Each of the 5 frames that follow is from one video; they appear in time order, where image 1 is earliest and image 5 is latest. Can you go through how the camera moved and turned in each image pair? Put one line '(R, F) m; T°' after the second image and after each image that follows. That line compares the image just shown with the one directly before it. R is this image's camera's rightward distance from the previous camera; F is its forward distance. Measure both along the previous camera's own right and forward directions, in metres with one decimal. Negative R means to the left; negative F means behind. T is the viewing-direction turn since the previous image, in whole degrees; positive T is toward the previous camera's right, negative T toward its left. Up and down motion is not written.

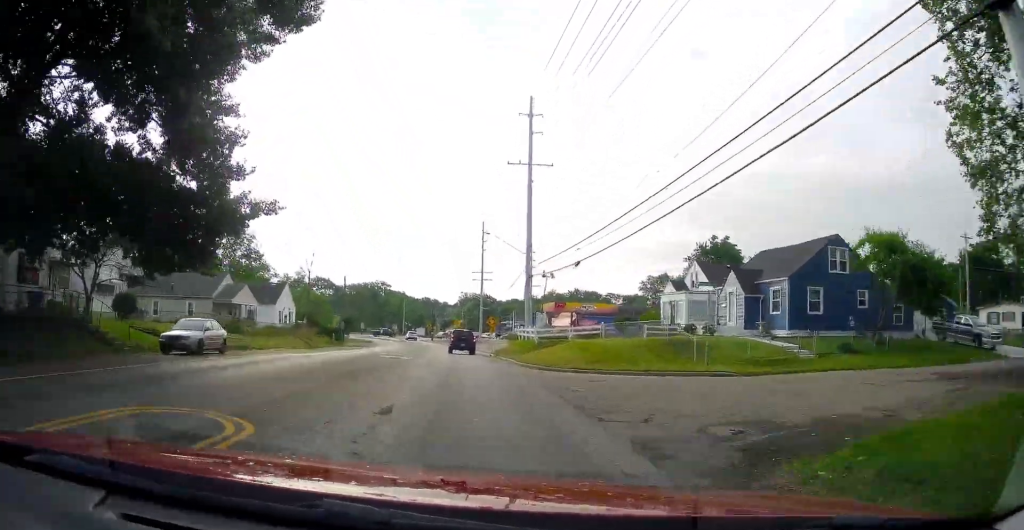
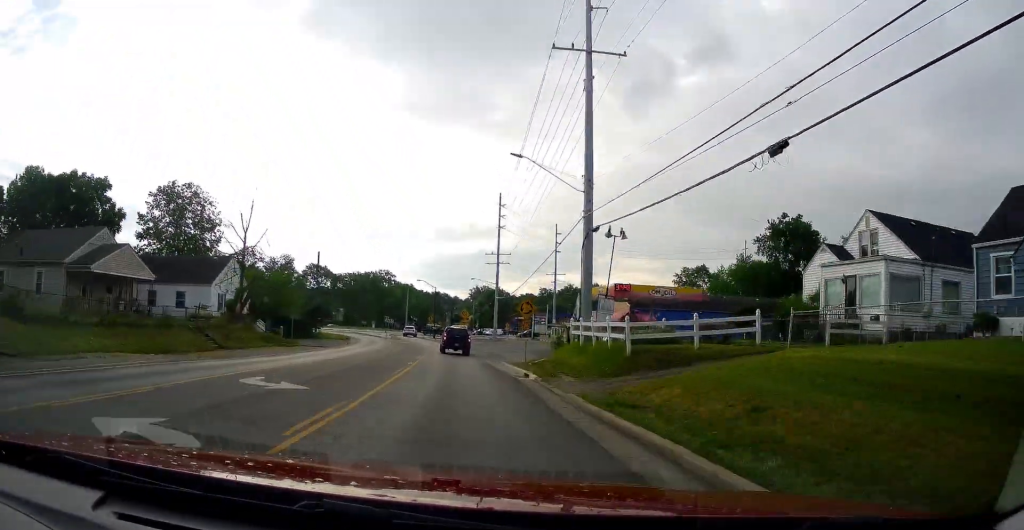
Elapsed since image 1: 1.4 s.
(-0.1, +23.0) m; +1°
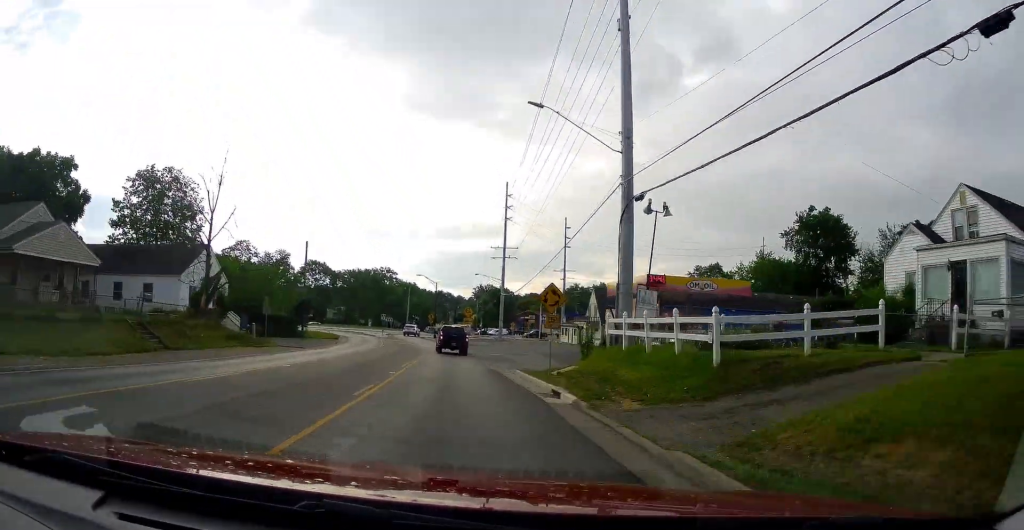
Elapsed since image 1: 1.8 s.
(+0.1, +7.0) m; +1°
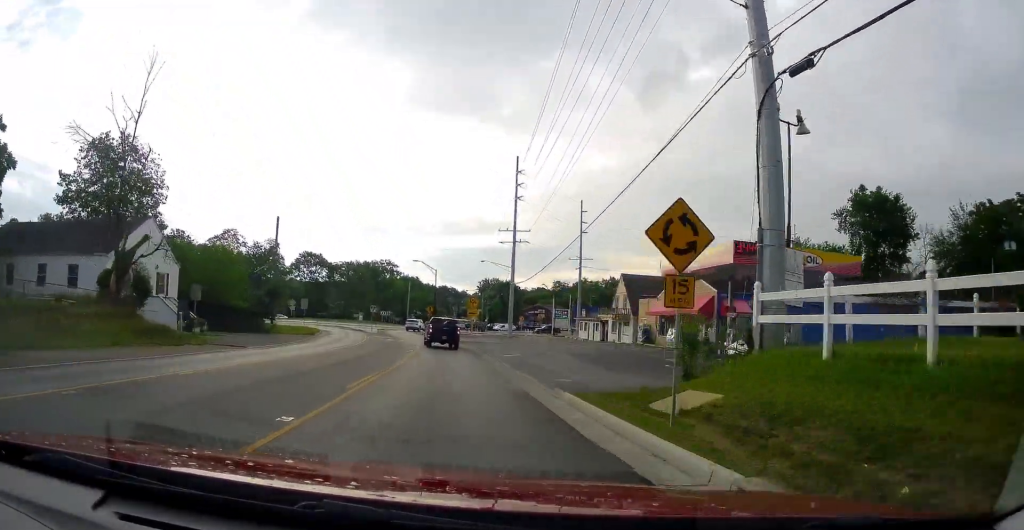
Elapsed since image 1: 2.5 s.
(0.0, +11.5) m; -1°
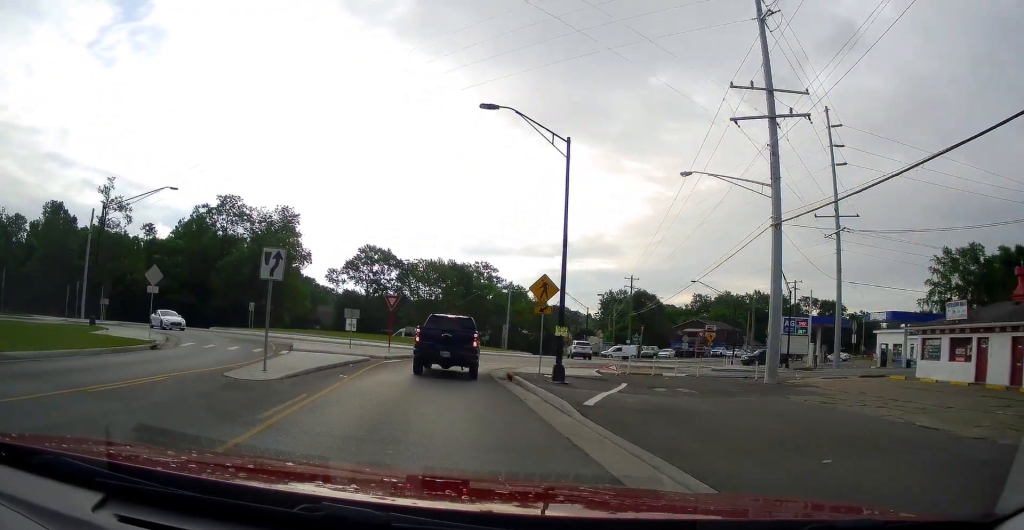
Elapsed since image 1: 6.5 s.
(-4.0, +51.1) m; -13°
